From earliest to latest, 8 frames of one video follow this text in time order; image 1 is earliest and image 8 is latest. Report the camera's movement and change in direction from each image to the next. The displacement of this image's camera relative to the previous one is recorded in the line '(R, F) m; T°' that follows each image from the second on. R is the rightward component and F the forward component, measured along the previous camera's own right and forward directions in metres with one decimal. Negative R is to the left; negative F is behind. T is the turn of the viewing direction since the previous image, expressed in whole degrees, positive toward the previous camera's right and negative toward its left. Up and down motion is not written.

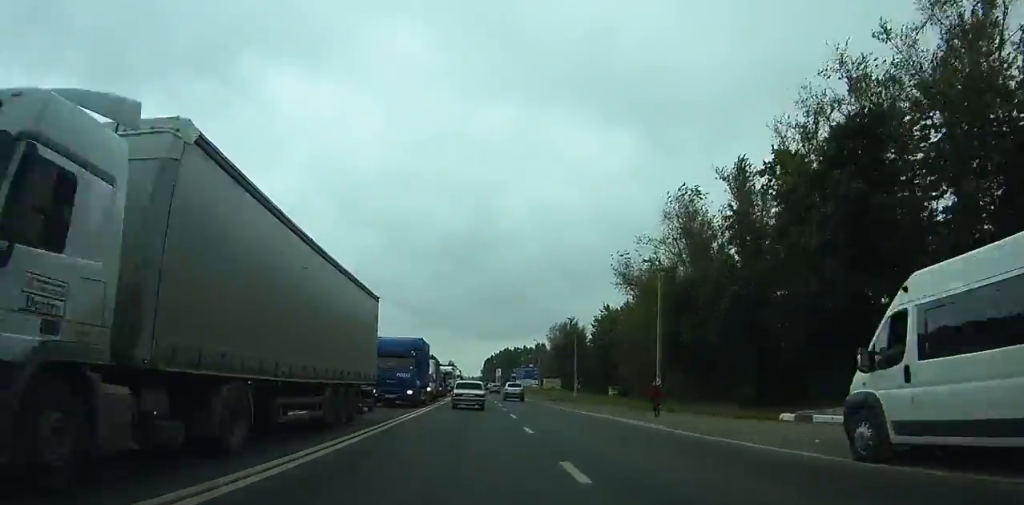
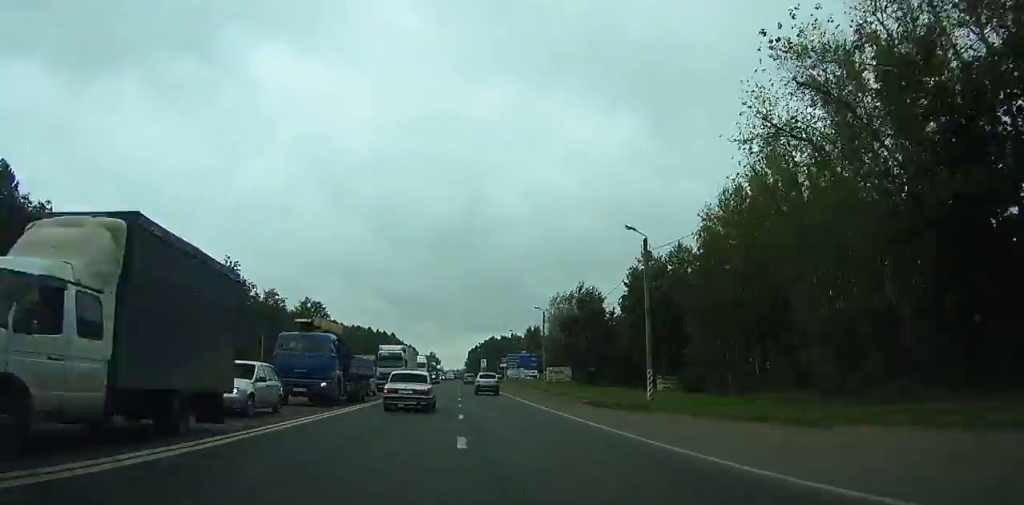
(0.0, +36.1) m; 0°
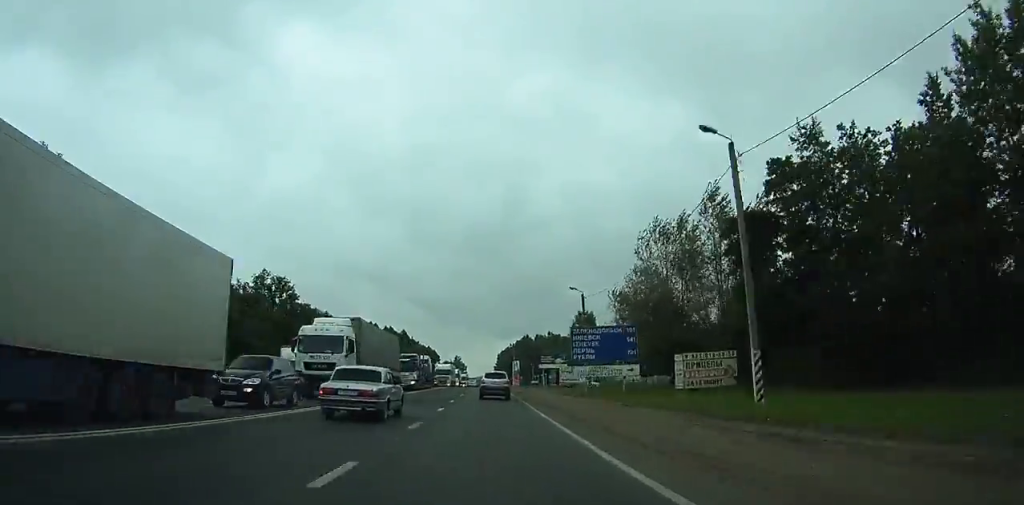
(-0.2, +52.1) m; -1°
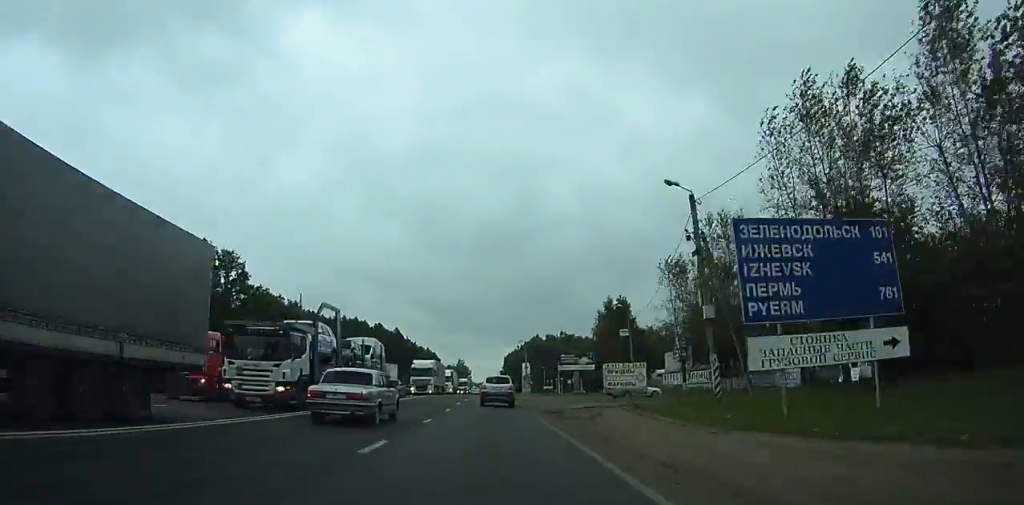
(-0.2, +29.9) m; -1°
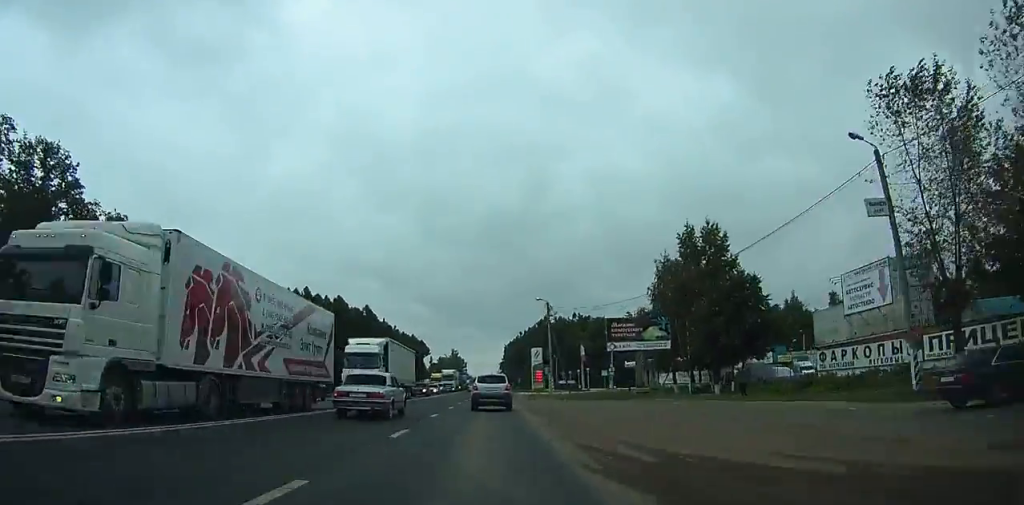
(-0.2, +46.0) m; -1°
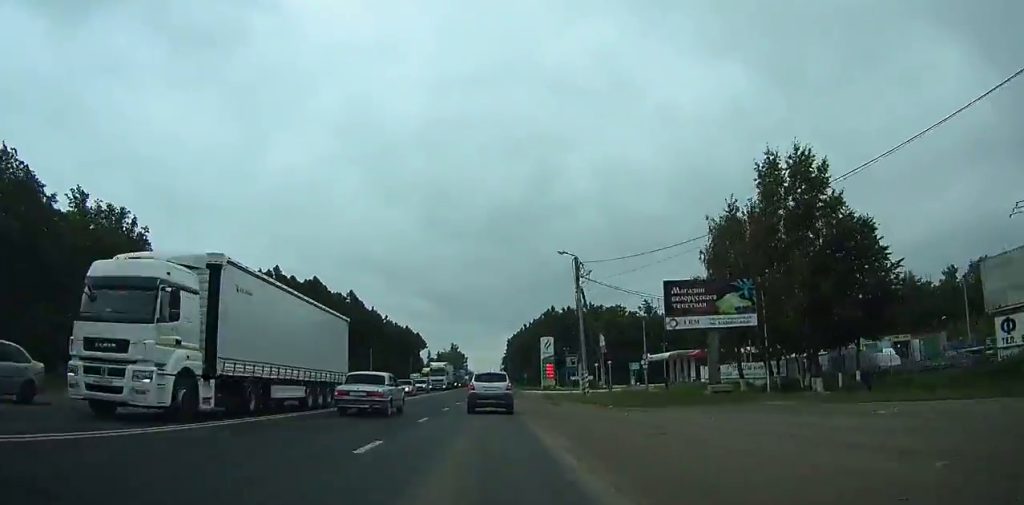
(-0.1, +19.0) m; 0°
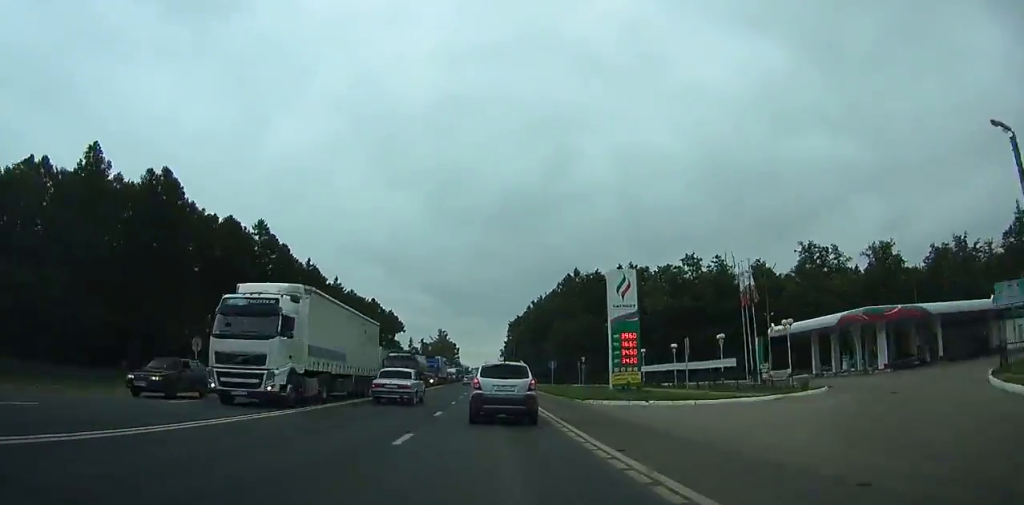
(-0.2, +55.2) m; 0°
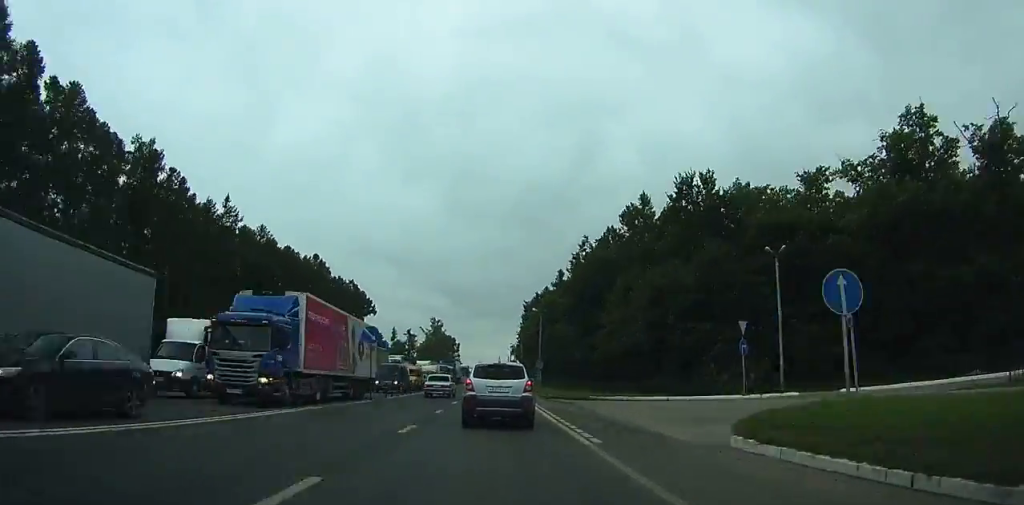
(+0.4, +59.8) m; +1°
